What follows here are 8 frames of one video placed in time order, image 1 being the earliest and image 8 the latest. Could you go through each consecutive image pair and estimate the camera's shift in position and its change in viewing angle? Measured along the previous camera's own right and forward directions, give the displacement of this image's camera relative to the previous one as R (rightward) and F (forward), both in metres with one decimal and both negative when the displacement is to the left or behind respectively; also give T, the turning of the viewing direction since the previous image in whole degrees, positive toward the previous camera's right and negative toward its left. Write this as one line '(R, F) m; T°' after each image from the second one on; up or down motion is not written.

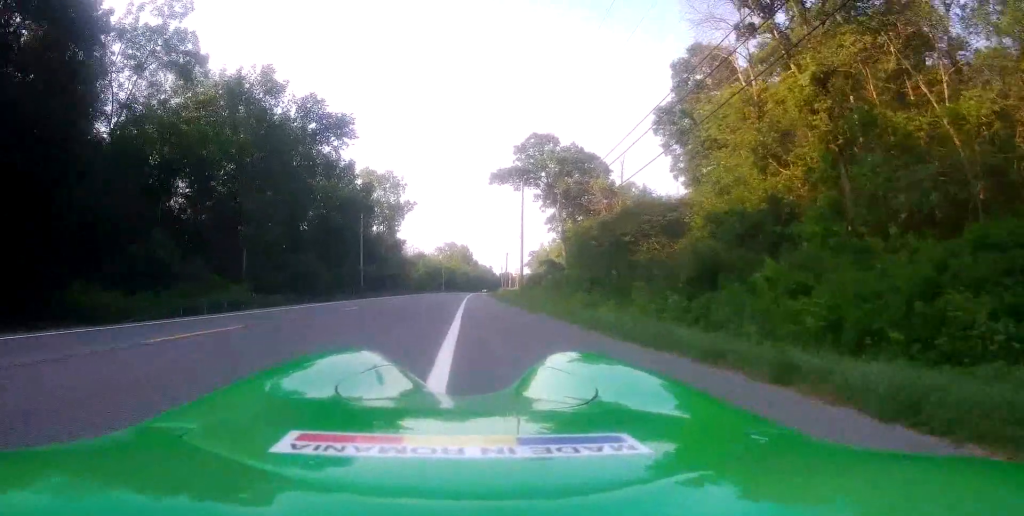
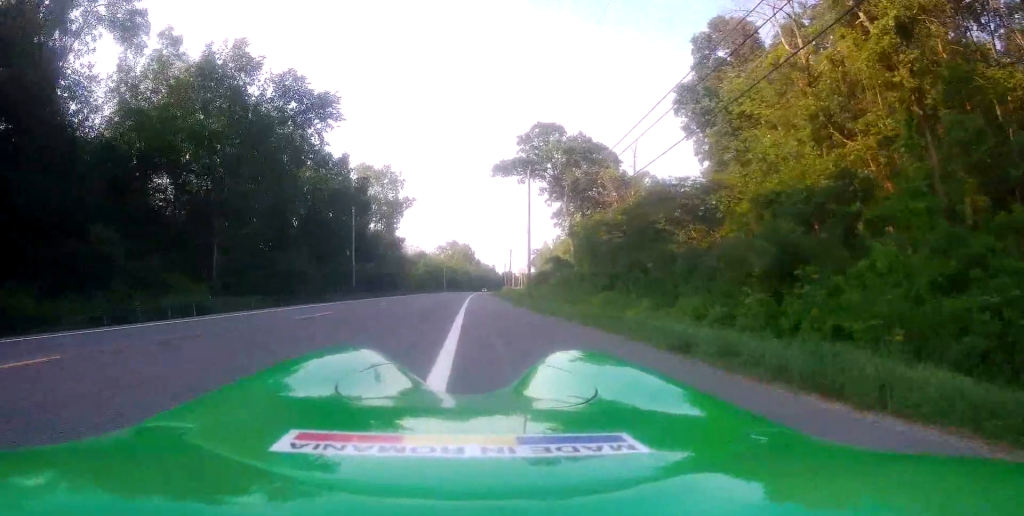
(0.0, +5.4) m; 0°
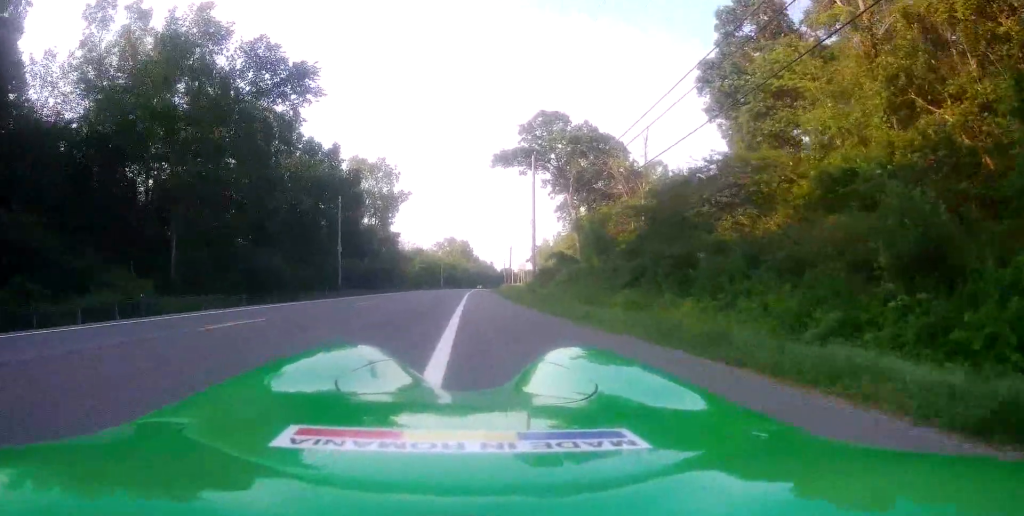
(0.0, +5.0) m; 0°
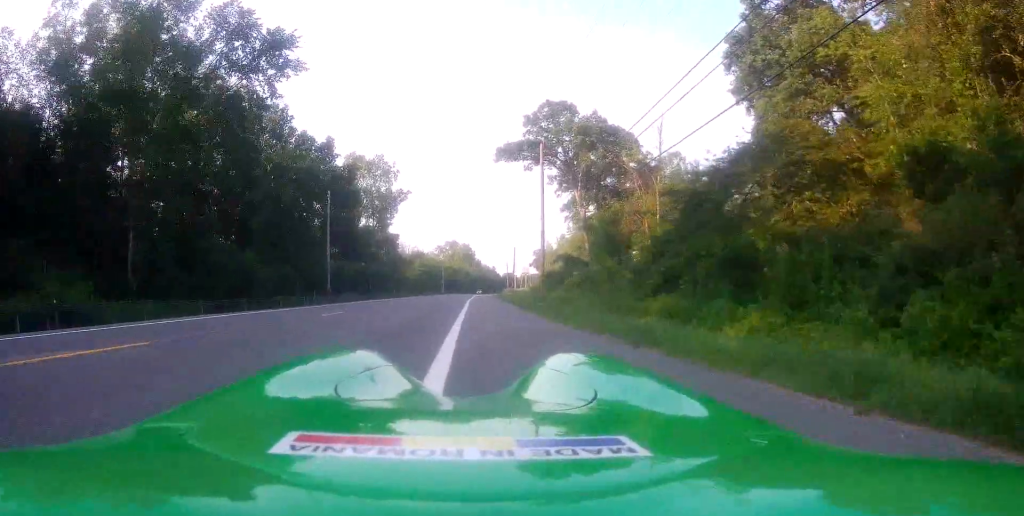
(0.0, +4.6) m; 0°
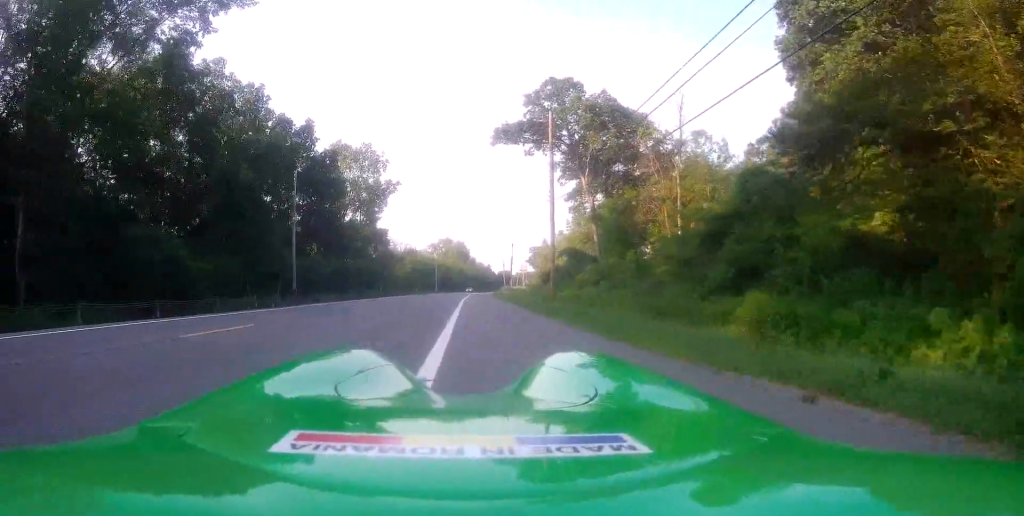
(0.0, +7.6) m; 0°
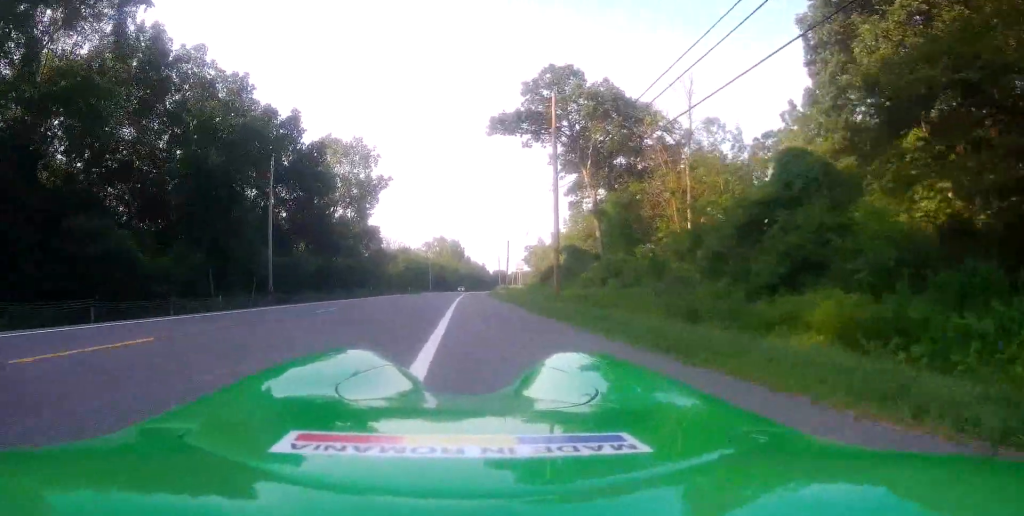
(0.0, +3.8) m; 0°
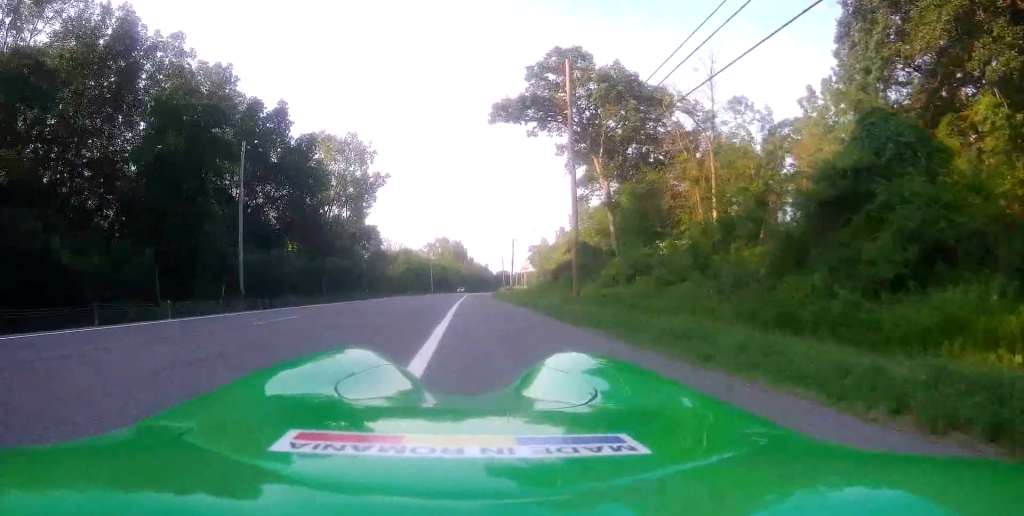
(0.0, +5.0) m; +2°
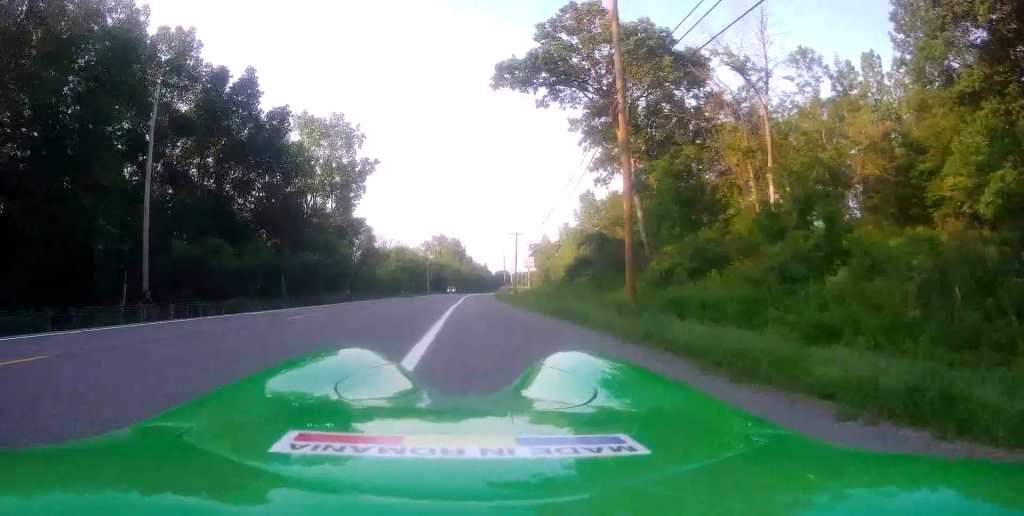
(+0.4, +9.3) m; +3°
